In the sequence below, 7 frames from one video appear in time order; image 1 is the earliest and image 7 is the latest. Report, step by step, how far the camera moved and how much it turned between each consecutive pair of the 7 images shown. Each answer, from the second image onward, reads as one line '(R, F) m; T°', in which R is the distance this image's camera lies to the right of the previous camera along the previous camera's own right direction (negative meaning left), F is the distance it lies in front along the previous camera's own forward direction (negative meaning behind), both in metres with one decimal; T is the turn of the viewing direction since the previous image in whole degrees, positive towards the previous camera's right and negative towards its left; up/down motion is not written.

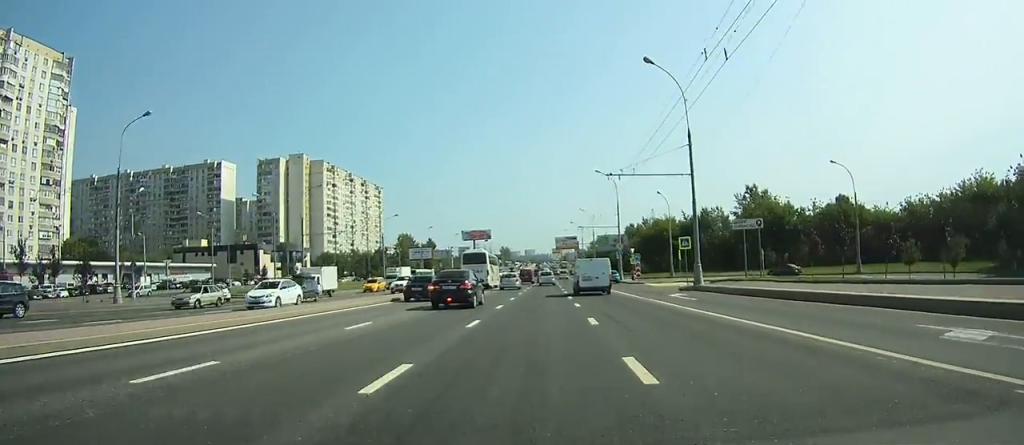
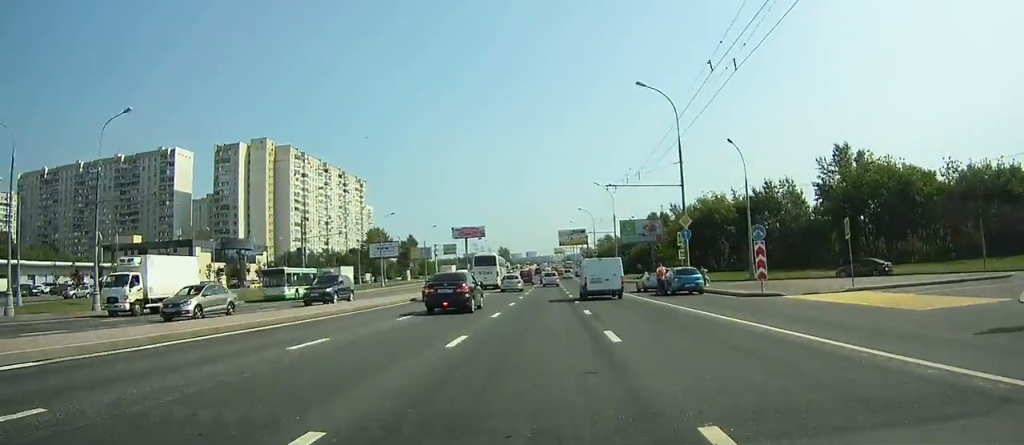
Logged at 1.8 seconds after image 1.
(+0.2, +35.4) m; +1°
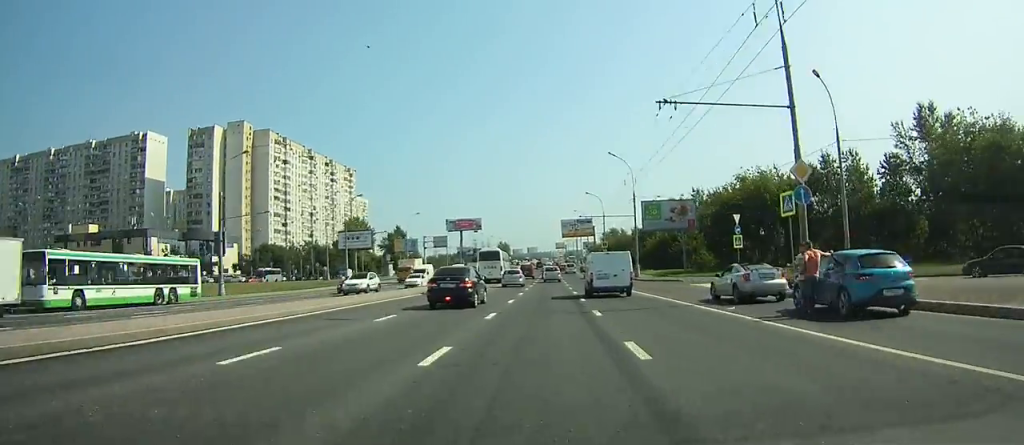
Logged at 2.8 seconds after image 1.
(0.0, +18.7) m; 0°
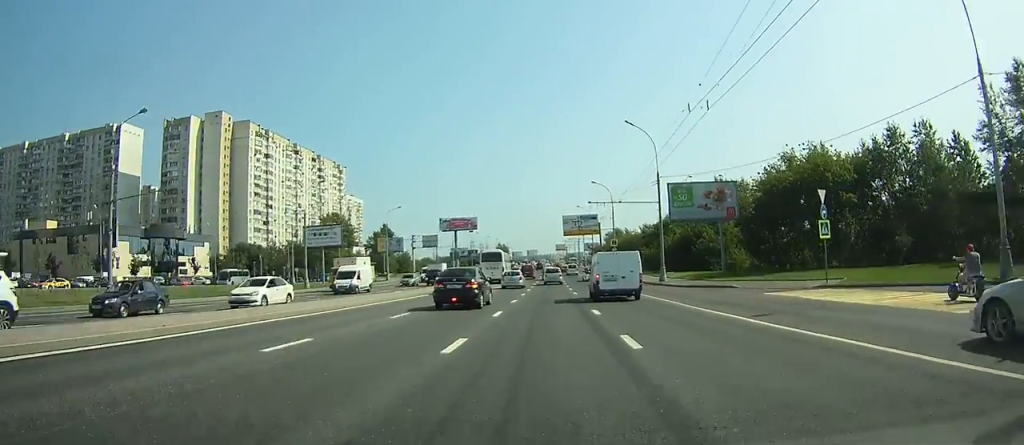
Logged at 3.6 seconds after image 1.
(-0.1, +14.7) m; -1°
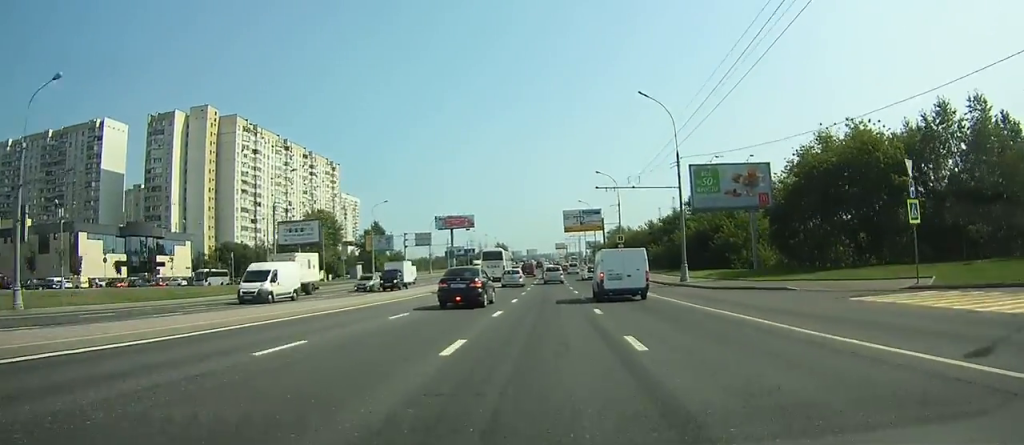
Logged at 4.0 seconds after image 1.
(-0.1, +8.1) m; 0°
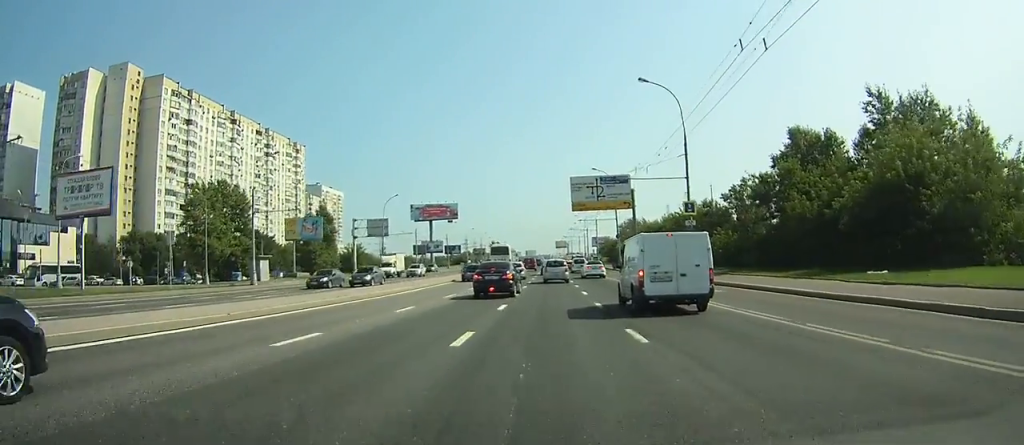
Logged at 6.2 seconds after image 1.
(-0.3, +39.6) m; -1°
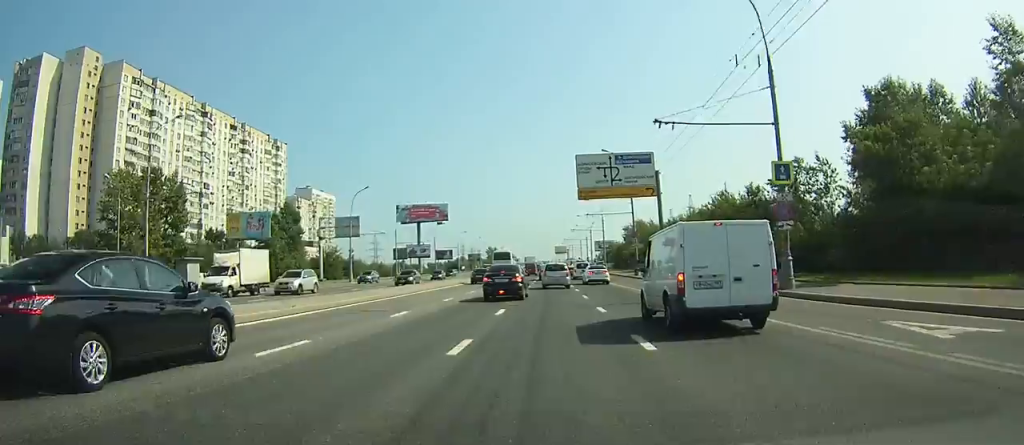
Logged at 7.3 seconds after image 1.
(0.0, +16.9) m; 0°
